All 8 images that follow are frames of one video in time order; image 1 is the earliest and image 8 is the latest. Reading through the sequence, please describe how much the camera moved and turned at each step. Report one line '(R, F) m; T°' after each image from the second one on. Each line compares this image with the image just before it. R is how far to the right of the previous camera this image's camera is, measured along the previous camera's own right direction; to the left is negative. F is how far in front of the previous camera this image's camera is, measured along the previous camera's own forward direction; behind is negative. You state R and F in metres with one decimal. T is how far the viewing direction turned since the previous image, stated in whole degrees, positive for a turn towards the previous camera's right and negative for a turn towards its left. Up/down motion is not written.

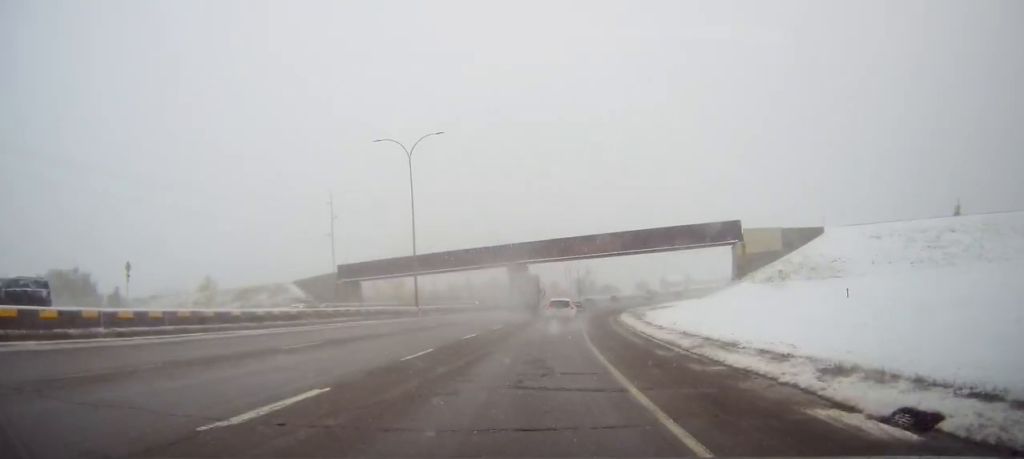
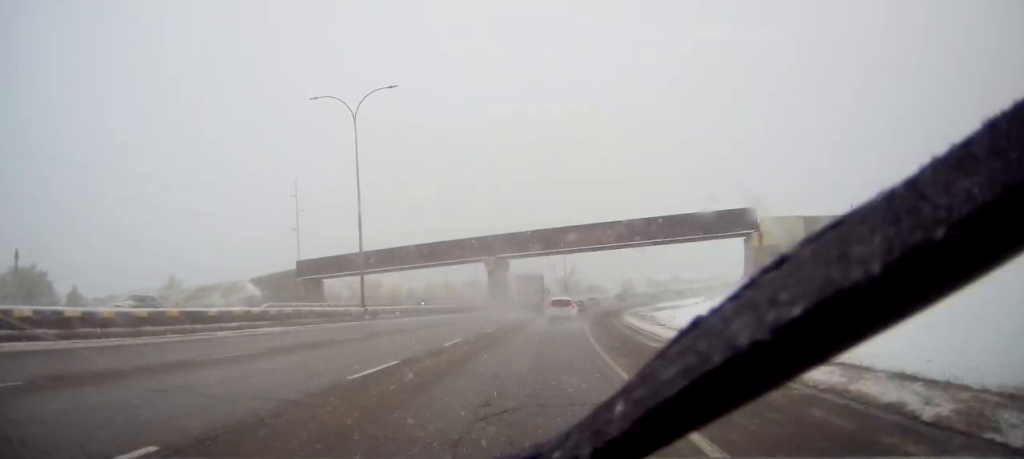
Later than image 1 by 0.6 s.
(+0.2, +12.9) m; +2°
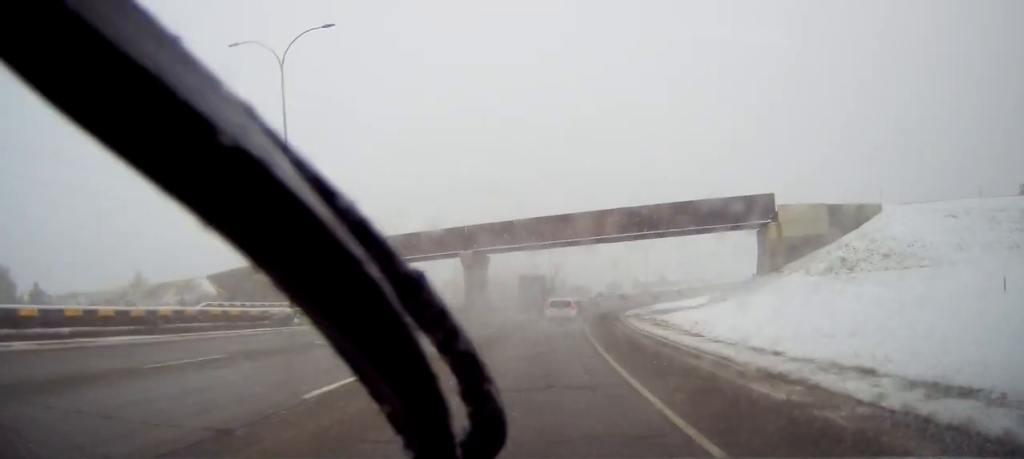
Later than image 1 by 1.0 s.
(+0.3, +10.7) m; +1°
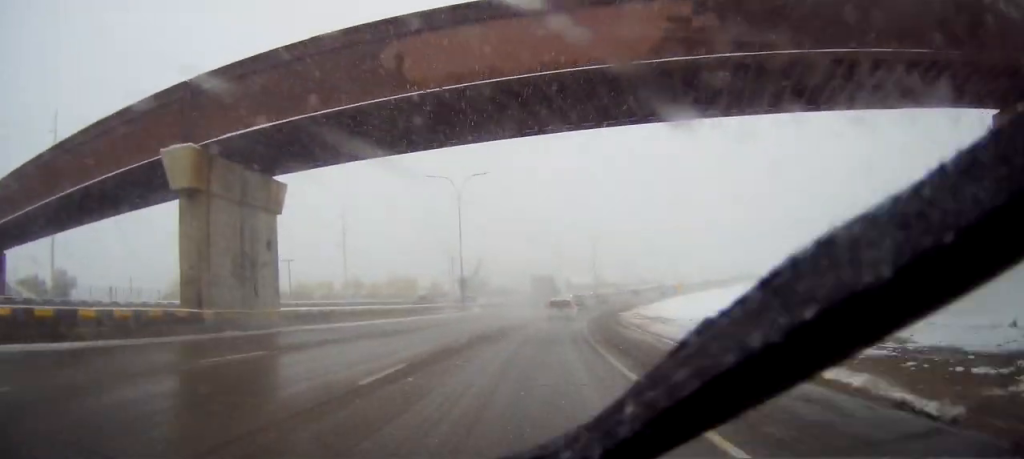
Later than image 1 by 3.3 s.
(+1.9, +51.0) m; +6°
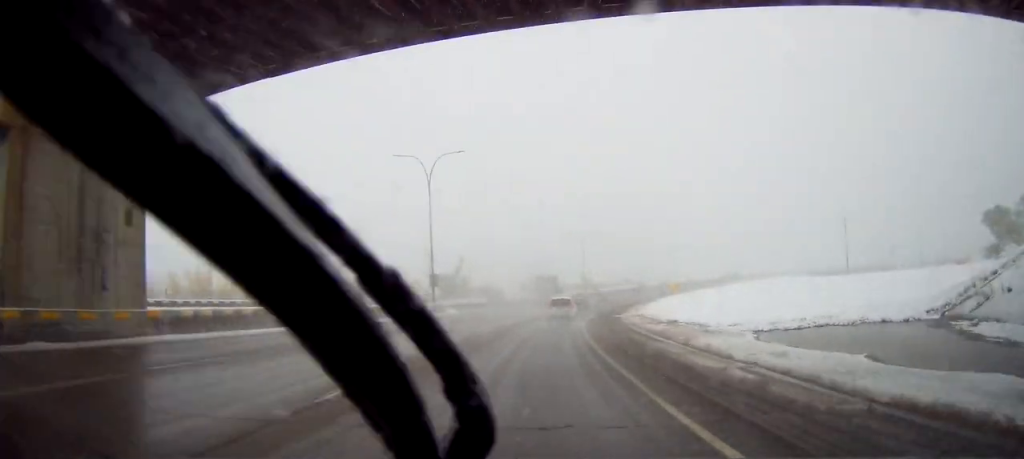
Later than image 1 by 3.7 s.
(+0.4, +10.6) m; +2°
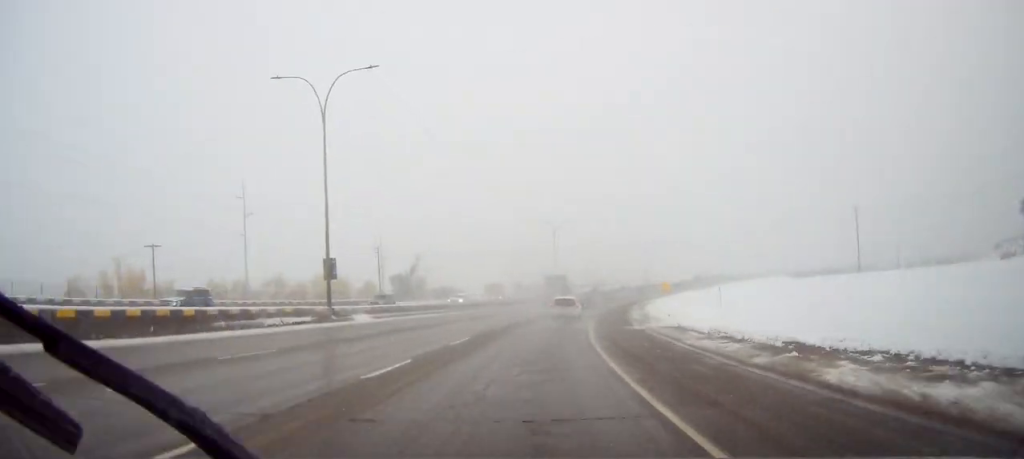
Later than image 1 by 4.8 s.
(+0.8, +23.4) m; +3°
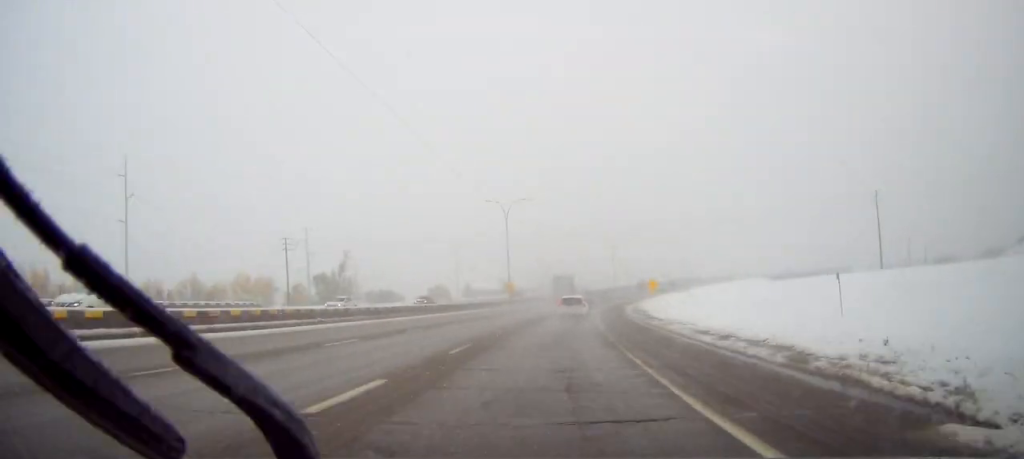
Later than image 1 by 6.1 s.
(+0.5, +29.9) m; +3°
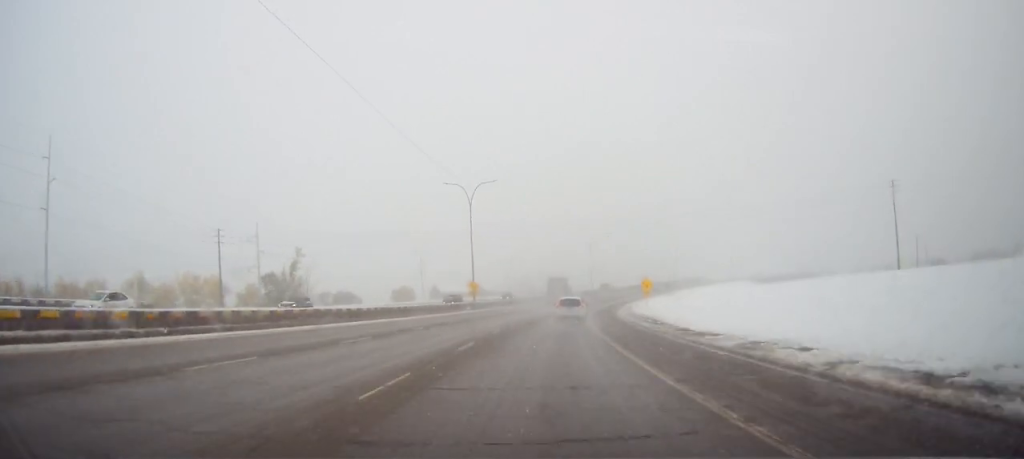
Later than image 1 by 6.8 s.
(+0.5, +16.1) m; +3°
